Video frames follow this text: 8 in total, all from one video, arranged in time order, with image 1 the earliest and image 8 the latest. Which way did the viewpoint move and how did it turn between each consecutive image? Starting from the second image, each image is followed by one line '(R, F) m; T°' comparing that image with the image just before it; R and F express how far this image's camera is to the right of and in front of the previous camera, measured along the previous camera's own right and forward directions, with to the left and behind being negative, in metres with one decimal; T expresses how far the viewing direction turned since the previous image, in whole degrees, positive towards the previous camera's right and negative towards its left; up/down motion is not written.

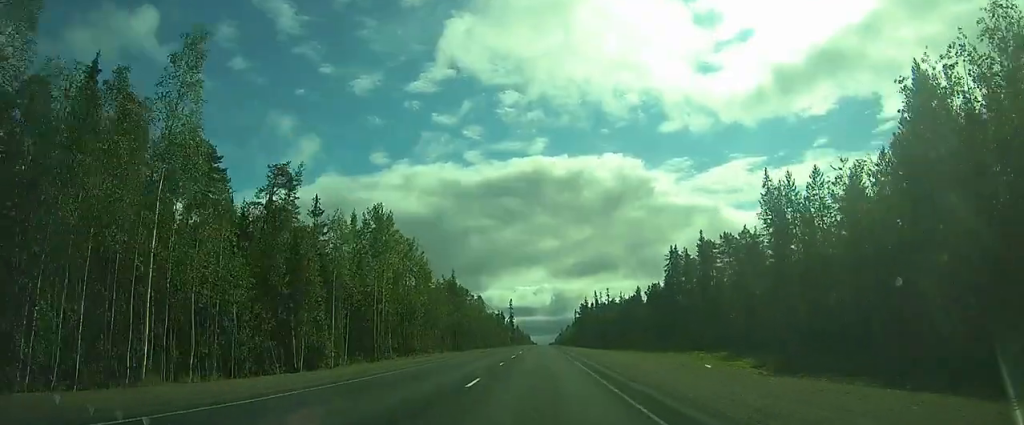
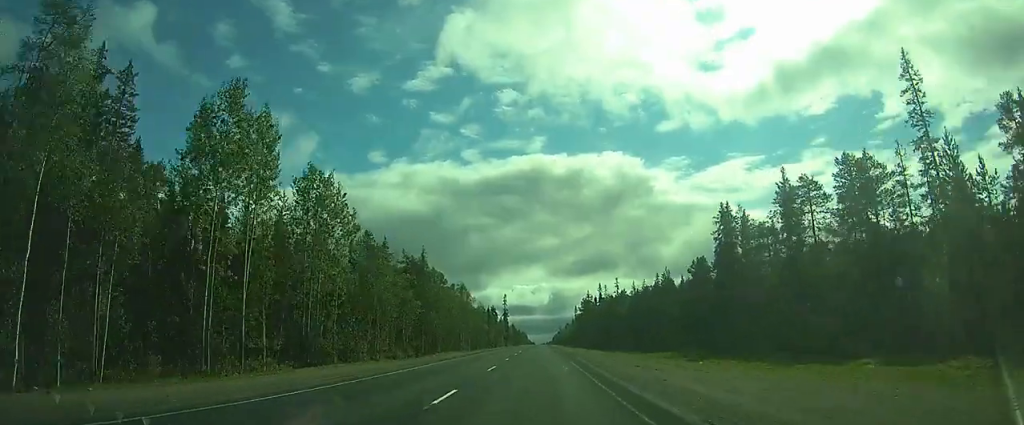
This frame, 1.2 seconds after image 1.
(0.0, +25.9) m; 0°
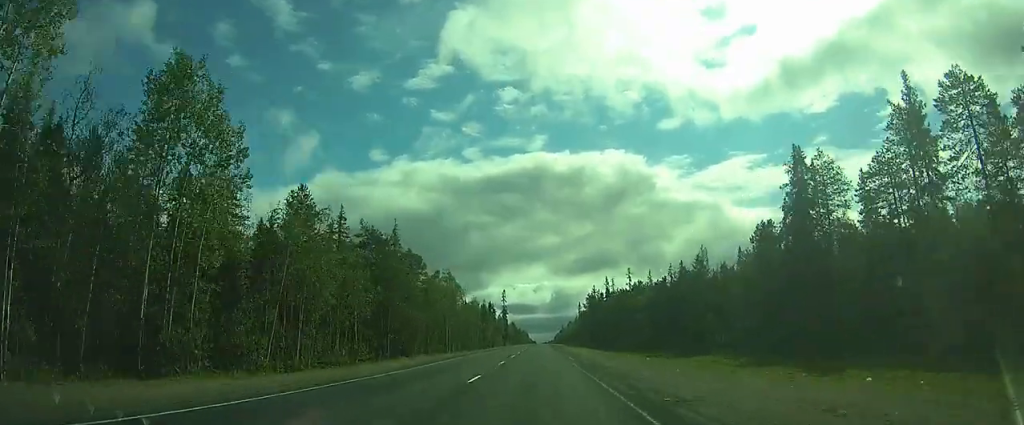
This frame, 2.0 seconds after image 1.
(0.0, +17.3) m; -1°
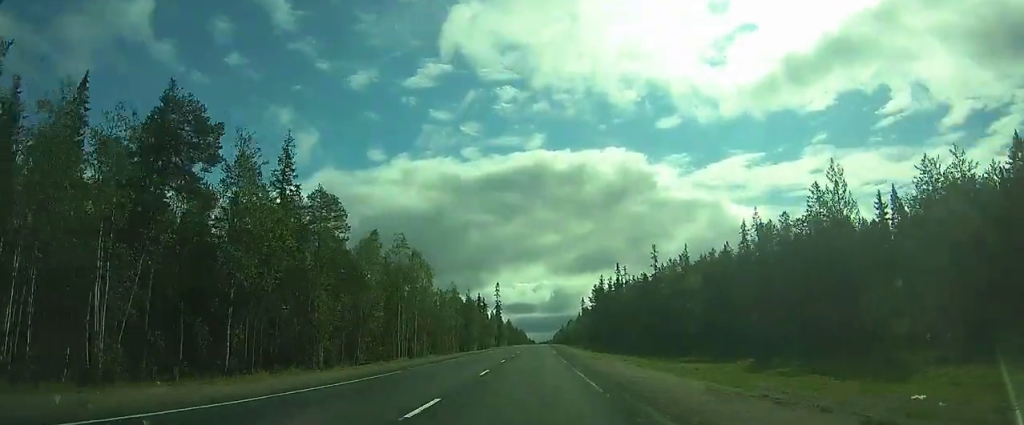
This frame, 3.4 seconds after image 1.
(-0.3, +29.7) m; 0°
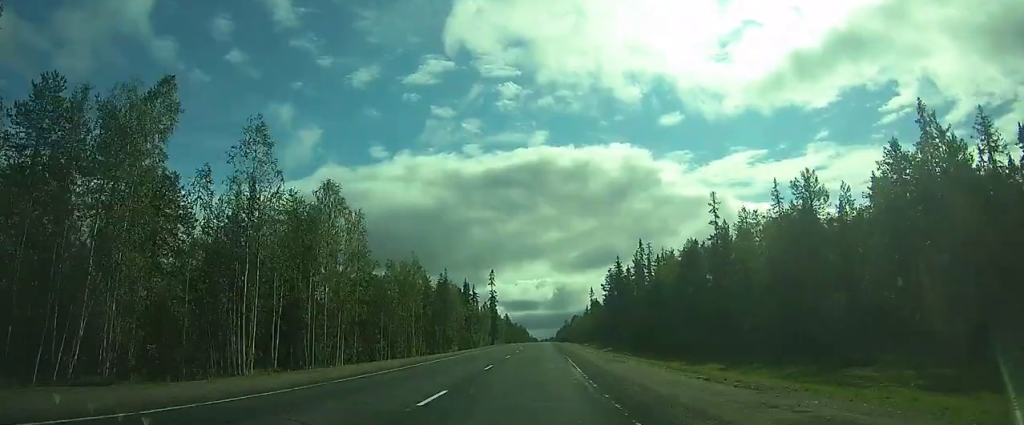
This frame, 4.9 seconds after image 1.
(+0.3, +32.2) m; 0°
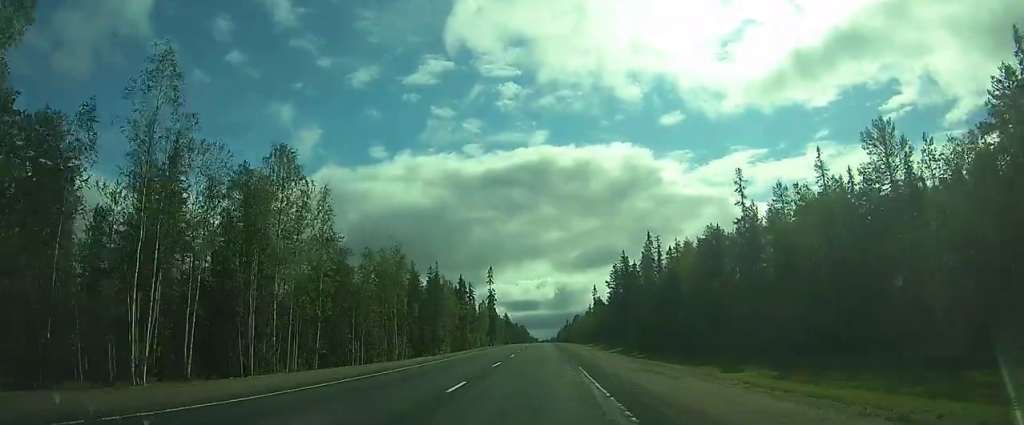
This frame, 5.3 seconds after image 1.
(0.0, +8.5) m; 0°
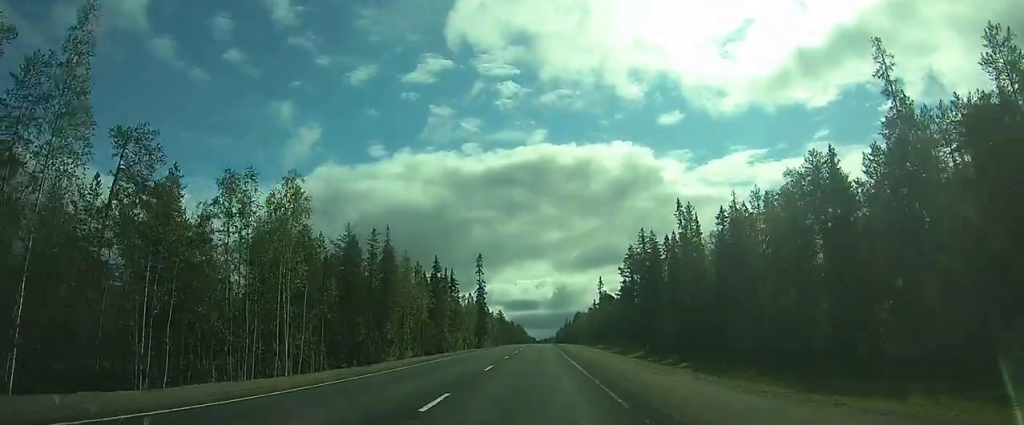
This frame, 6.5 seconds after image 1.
(0.0, +24.8) m; 0°
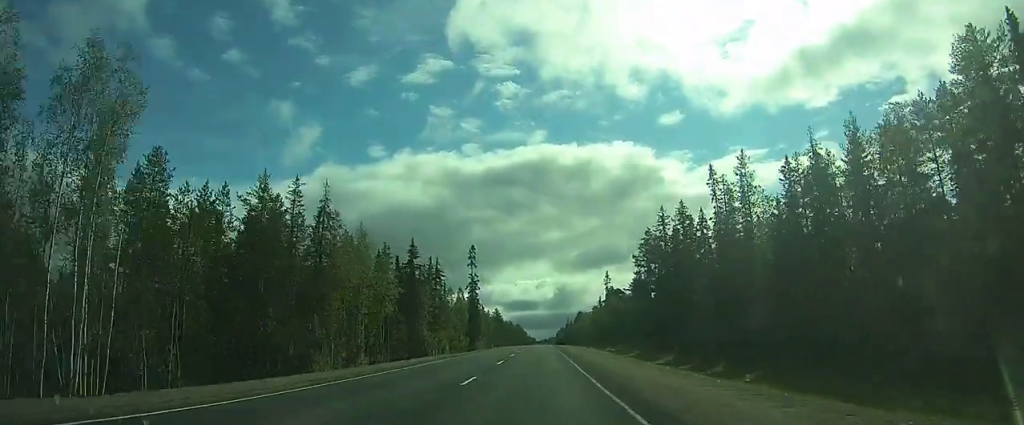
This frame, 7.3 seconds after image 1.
(0.0, +15.9) m; 0°
